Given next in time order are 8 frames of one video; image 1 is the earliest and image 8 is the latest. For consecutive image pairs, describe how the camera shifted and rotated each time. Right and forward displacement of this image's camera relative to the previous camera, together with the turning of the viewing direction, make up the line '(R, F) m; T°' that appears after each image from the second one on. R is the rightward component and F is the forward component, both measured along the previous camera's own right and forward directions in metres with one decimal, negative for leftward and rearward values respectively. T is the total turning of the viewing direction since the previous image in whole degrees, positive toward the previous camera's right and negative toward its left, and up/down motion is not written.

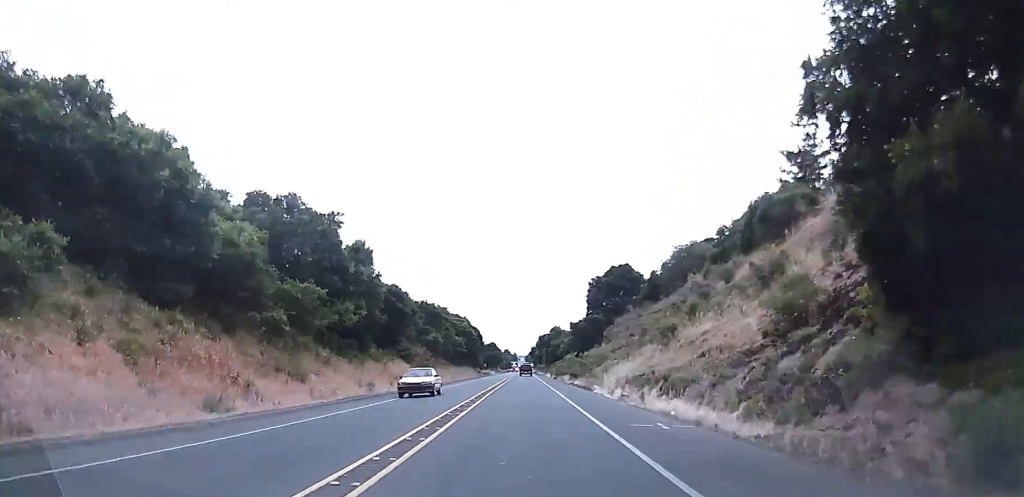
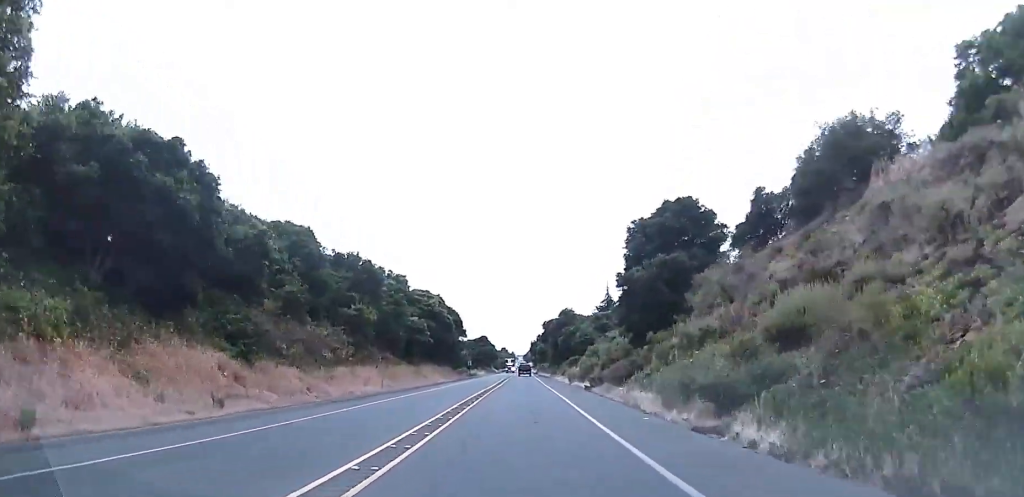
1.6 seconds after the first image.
(0.0, +42.8) m; 0°
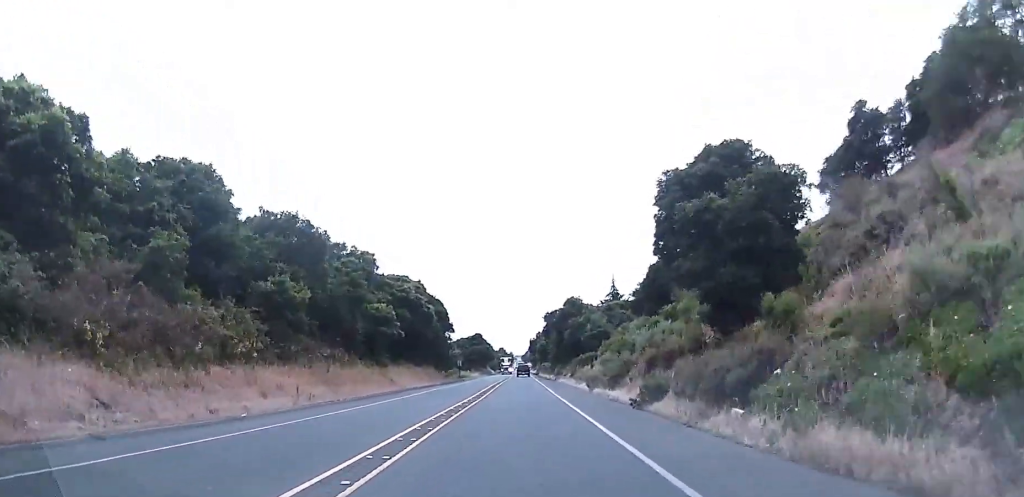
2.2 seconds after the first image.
(+0.1, +17.0) m; 0°
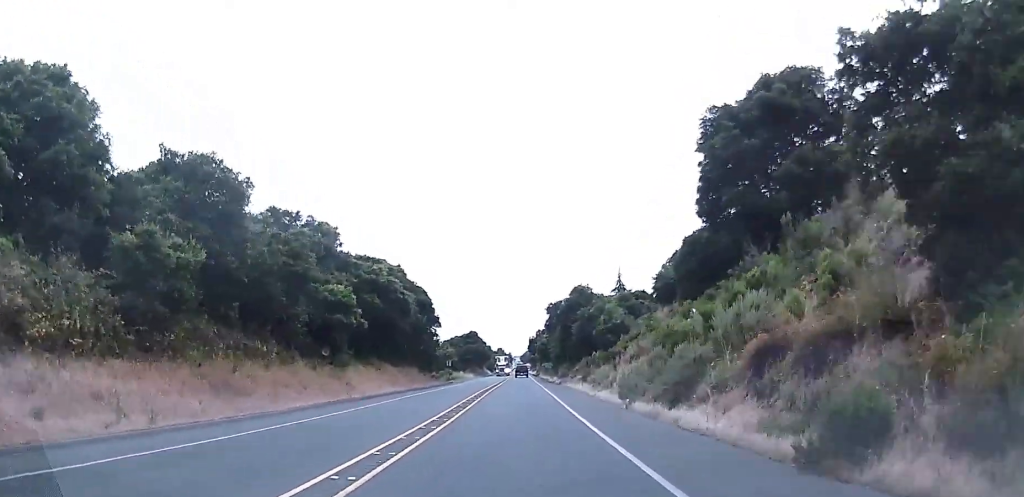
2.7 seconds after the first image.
(0.0, +13.4) m; 0°
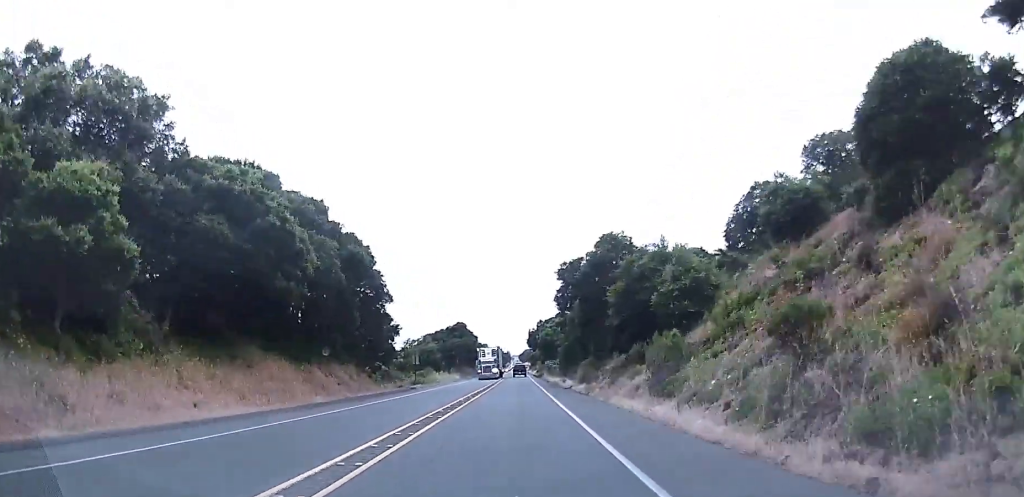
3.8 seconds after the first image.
(0.0, +27.7) m; 0°
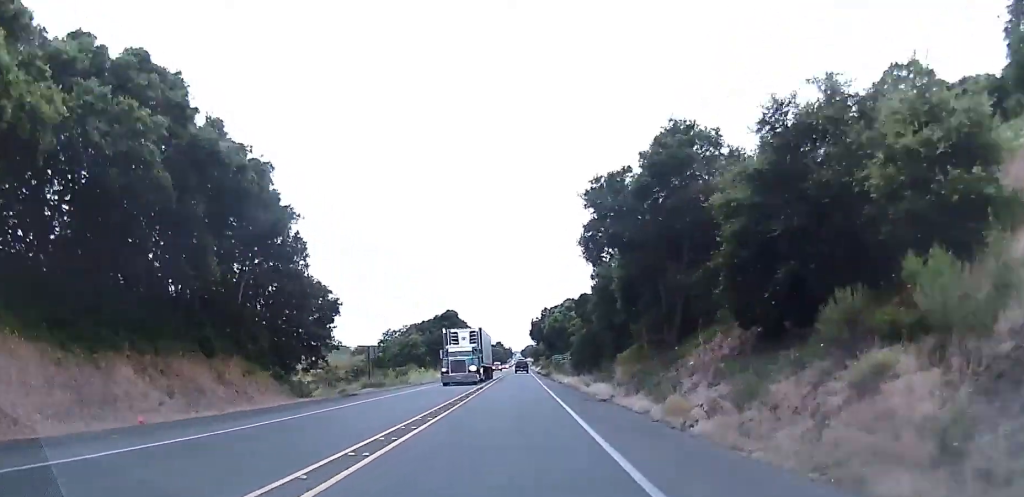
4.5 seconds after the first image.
(+0.1, +20.6) m; 0°
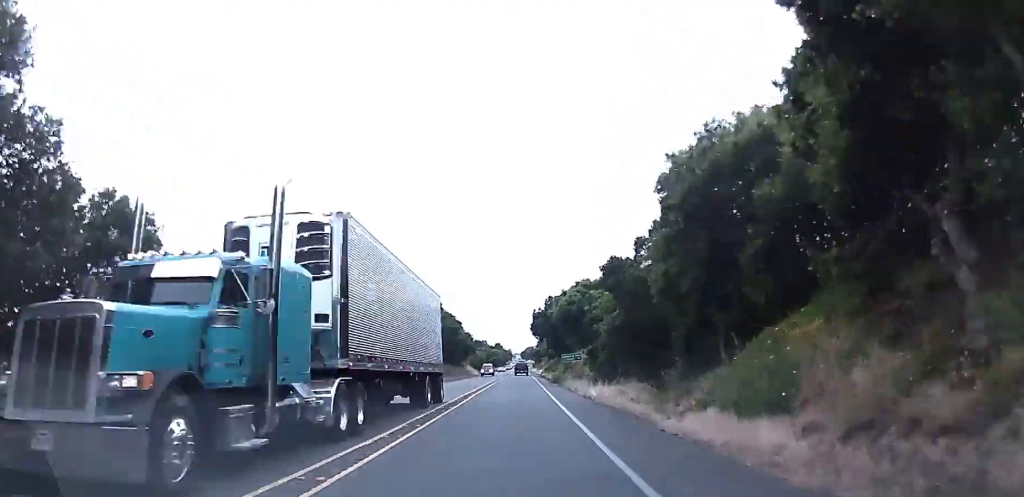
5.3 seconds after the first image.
(-0.1, +21.4) m; 0°
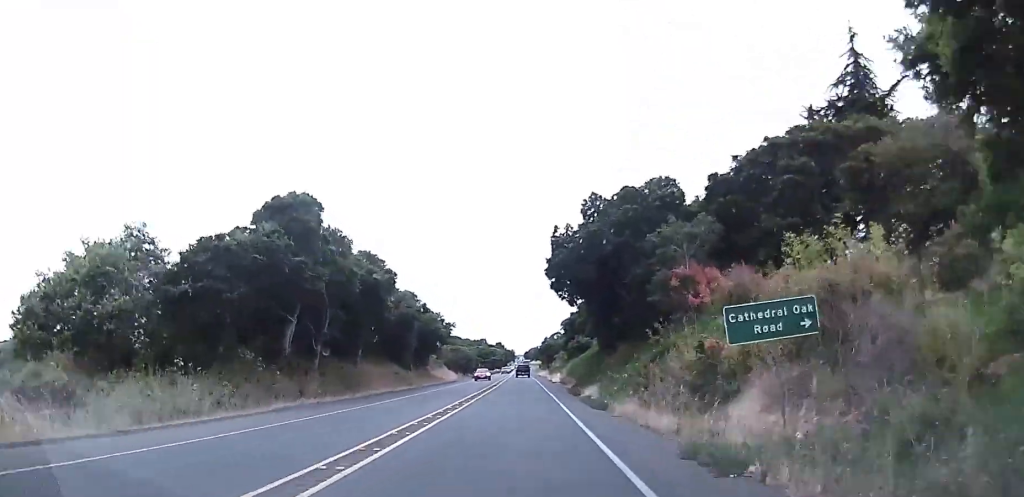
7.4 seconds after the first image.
(0.0, +55.8) m; 0°
